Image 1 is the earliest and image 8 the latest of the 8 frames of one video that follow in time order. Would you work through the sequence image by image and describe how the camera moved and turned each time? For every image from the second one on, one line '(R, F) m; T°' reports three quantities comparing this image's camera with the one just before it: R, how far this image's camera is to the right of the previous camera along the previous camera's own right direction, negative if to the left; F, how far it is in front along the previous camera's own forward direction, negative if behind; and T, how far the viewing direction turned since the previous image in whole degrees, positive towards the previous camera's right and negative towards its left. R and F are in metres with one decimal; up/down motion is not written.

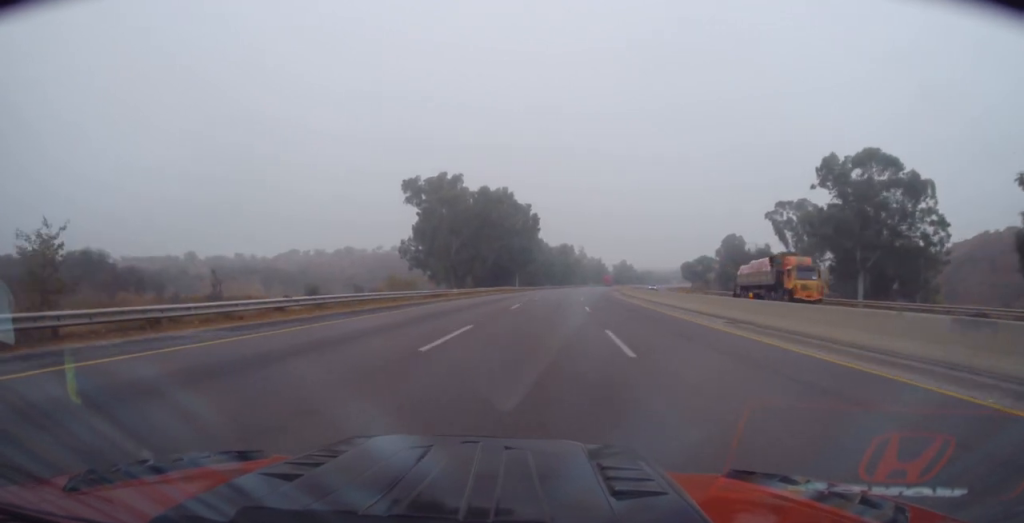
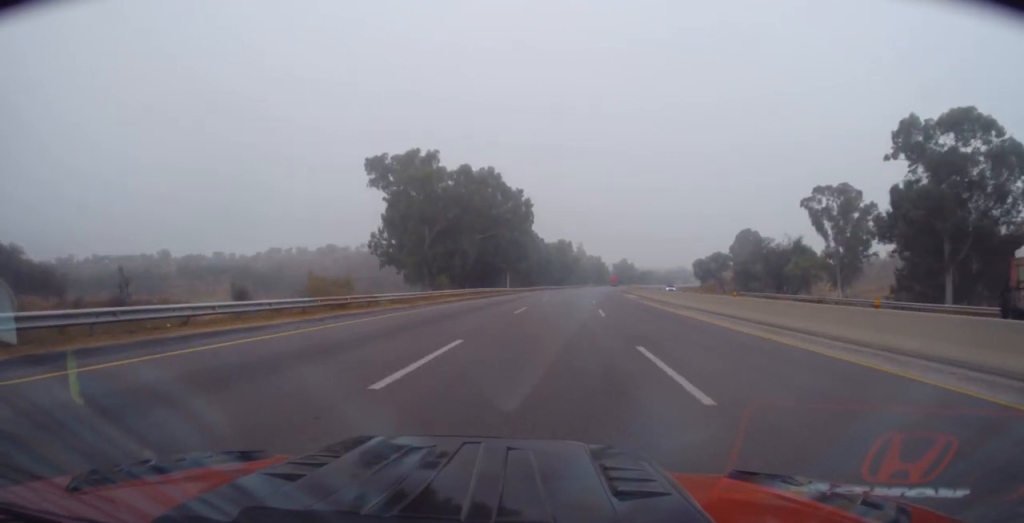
(+0.2, +22.0) m; 0°
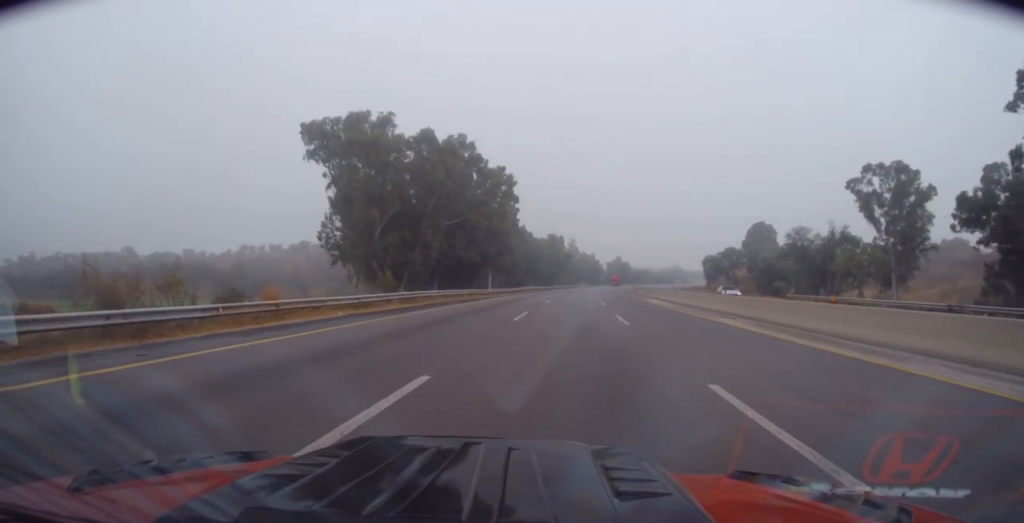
(0.0, +22.7) m; +1°
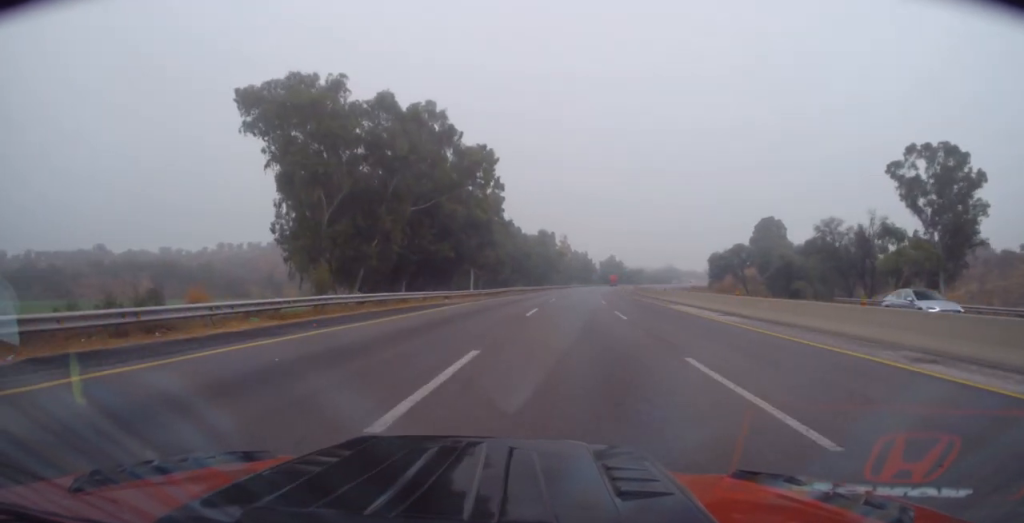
(+0.1, +14.9) m; +1°
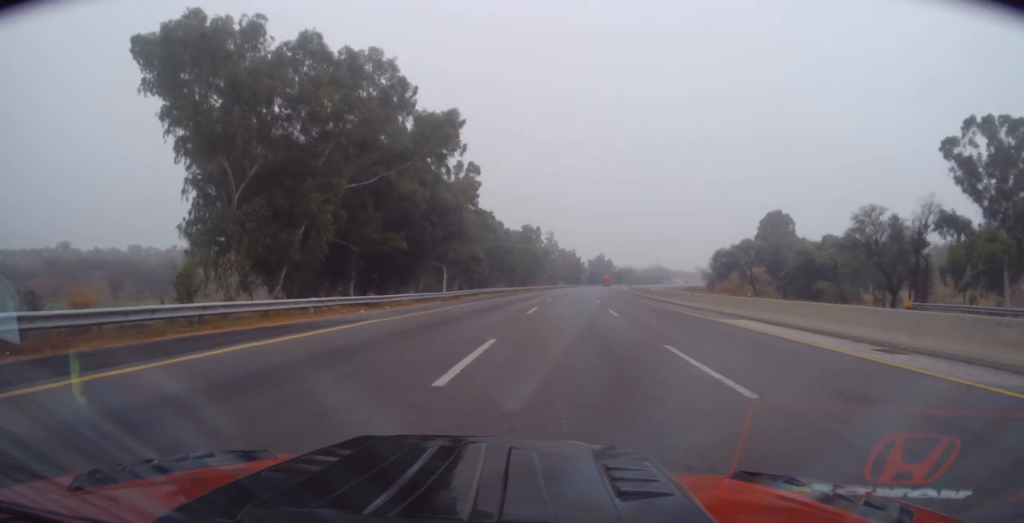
(+0.2, +15.6) m; +1°
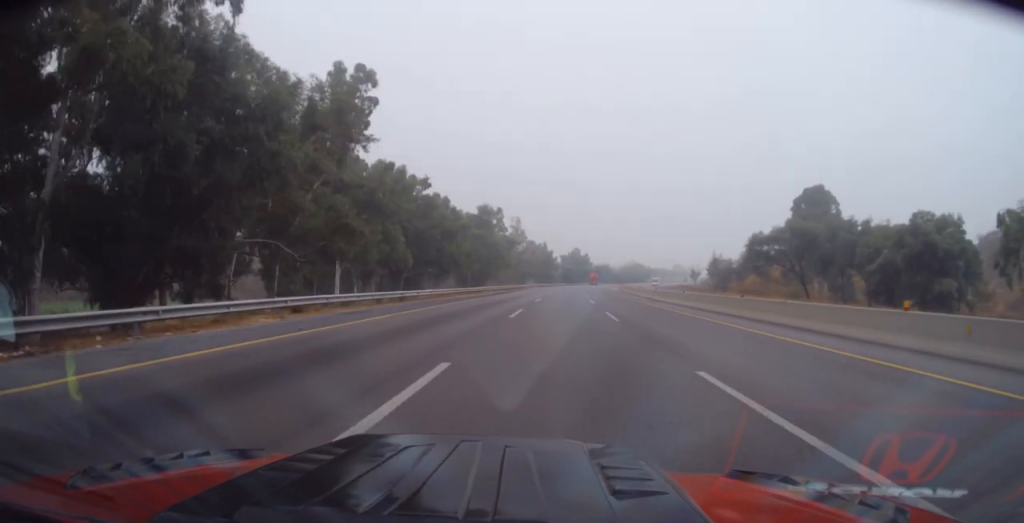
(+1.2, +39.6) m; +3°
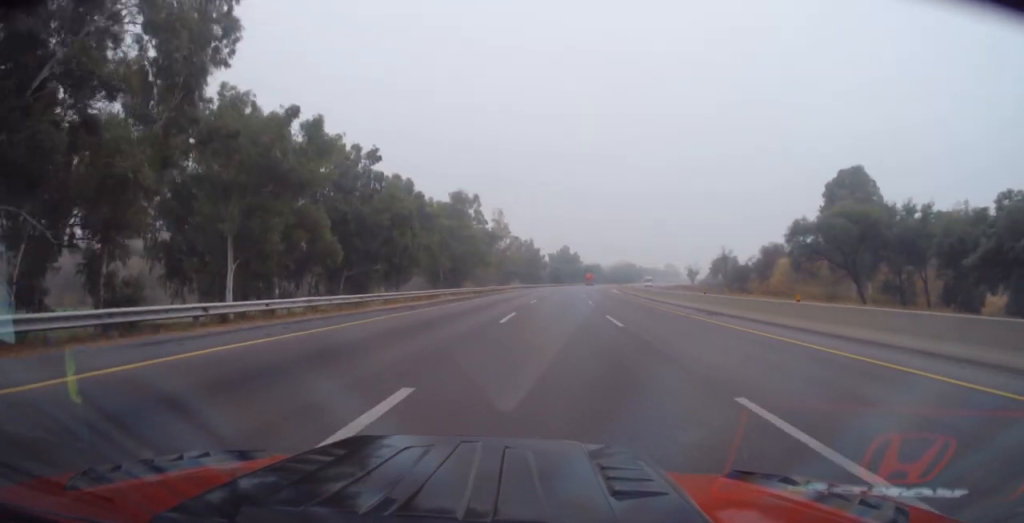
(+0.1, +20.0) m; 0°
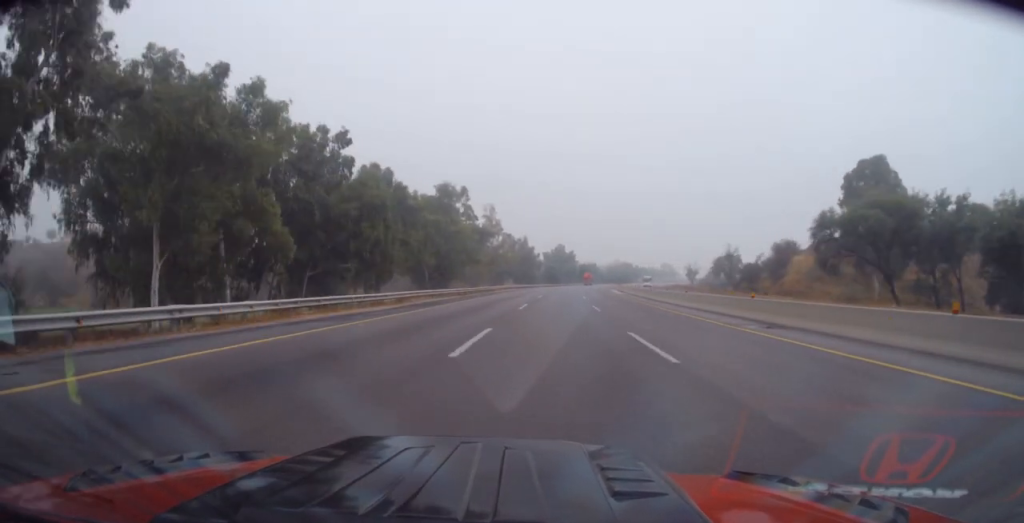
(0.0, +8.6) m; 0°
